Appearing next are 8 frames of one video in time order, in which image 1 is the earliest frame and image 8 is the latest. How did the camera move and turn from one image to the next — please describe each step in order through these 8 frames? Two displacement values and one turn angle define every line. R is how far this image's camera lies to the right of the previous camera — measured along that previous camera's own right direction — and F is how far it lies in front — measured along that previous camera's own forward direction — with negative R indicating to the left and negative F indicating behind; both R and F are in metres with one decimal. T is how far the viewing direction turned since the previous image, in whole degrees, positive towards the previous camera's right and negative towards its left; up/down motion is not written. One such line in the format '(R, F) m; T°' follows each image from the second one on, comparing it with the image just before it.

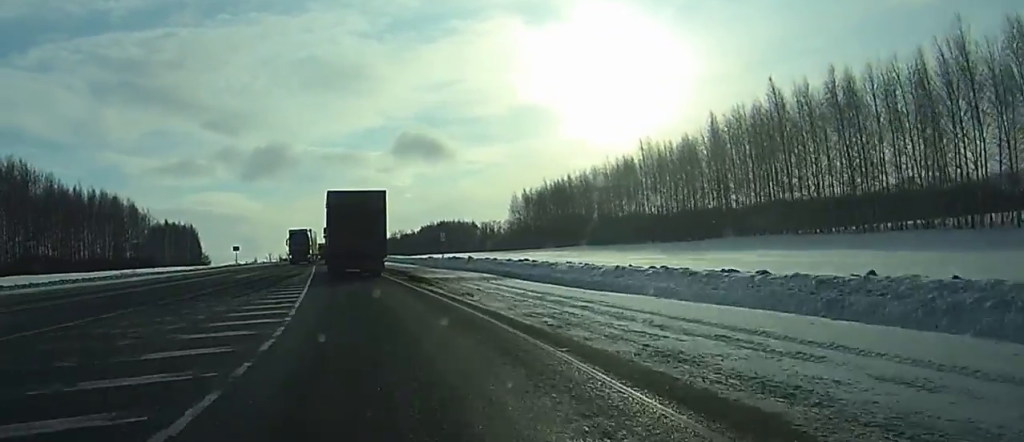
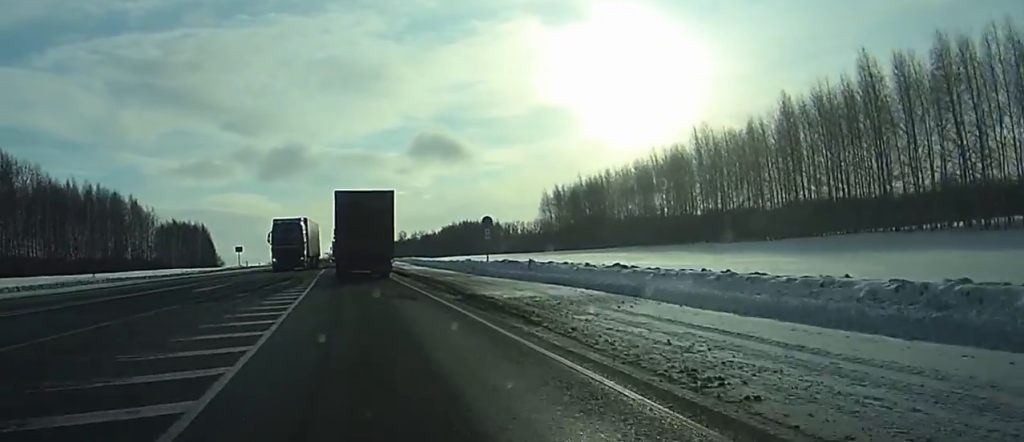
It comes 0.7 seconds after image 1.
(-0.1, +16.1) m; -1°
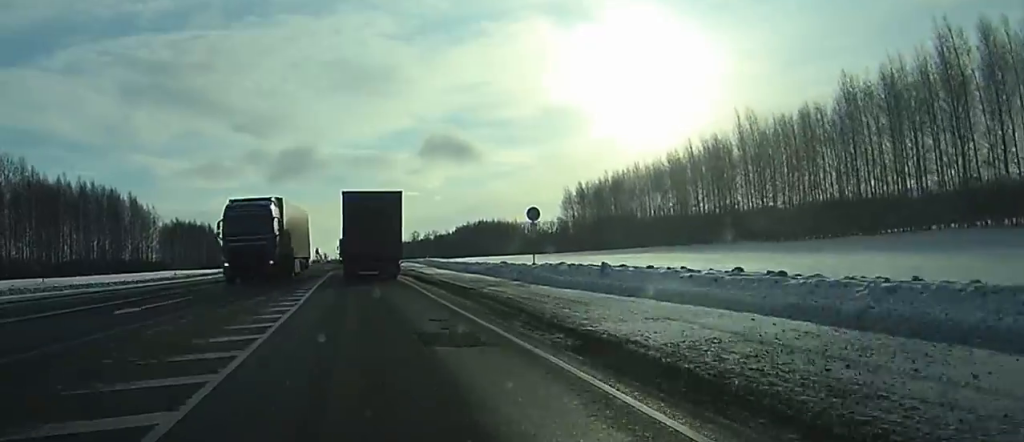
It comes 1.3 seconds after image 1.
(-0.1, +11.7) m; 0°
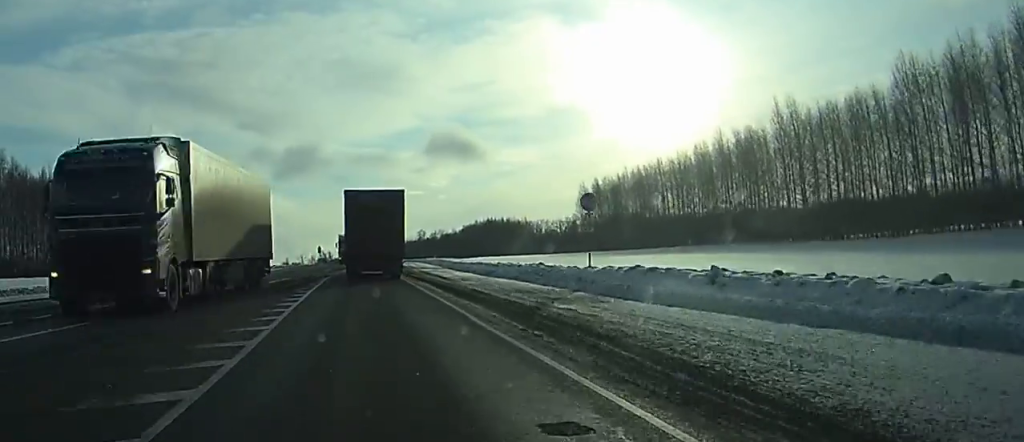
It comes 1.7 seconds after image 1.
(0.0, +10.2) m; 0°
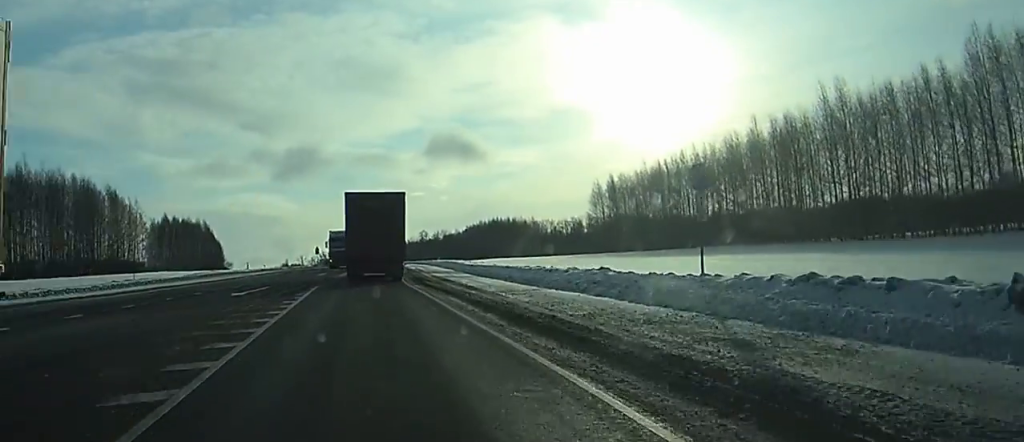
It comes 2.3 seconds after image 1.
(-0.1, +11.7) m; 0°
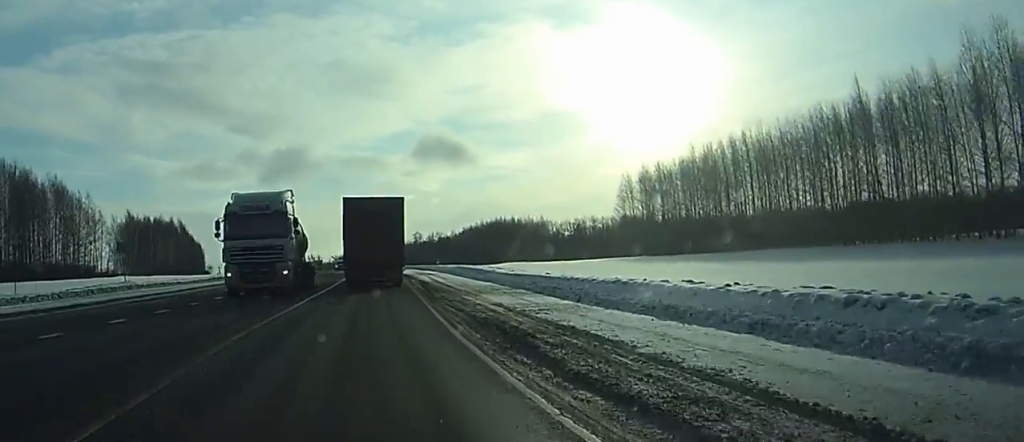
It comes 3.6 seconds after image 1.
(-0.1, +28.2) m; -1°
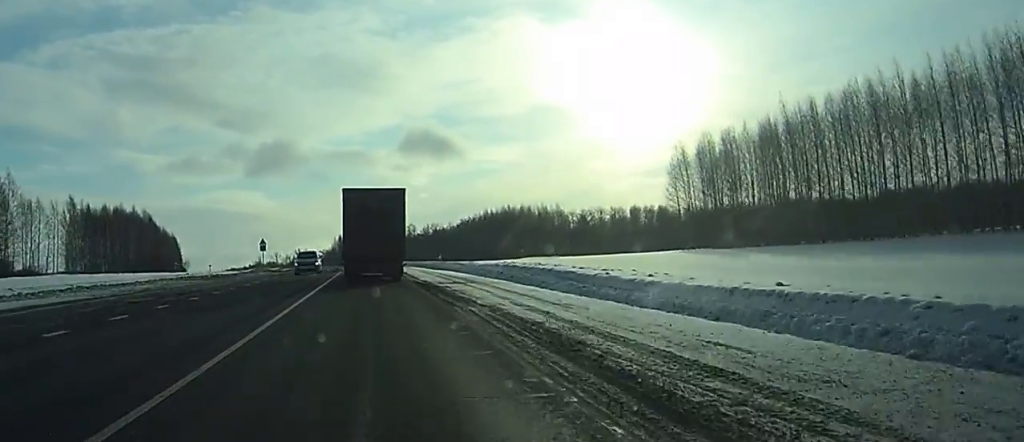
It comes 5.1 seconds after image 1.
(-0.6, +32.5) m; -3°
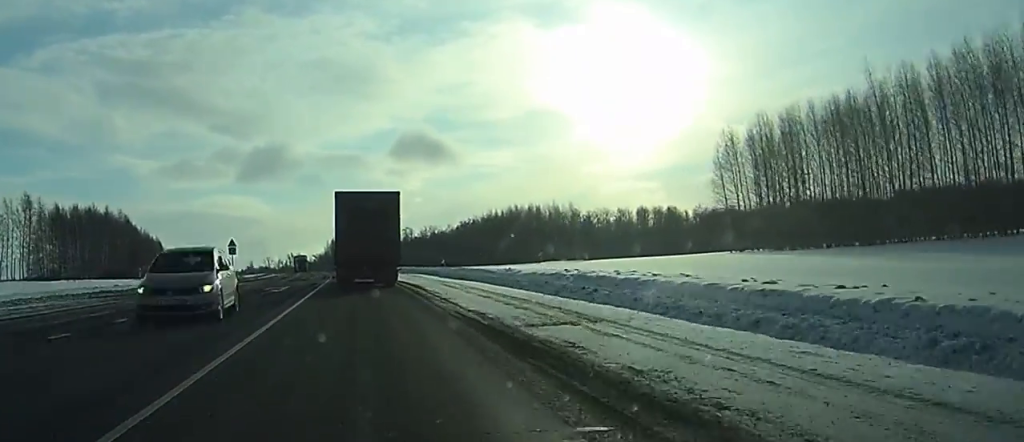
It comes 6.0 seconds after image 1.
(-0.4, +19.0) m; -1°
